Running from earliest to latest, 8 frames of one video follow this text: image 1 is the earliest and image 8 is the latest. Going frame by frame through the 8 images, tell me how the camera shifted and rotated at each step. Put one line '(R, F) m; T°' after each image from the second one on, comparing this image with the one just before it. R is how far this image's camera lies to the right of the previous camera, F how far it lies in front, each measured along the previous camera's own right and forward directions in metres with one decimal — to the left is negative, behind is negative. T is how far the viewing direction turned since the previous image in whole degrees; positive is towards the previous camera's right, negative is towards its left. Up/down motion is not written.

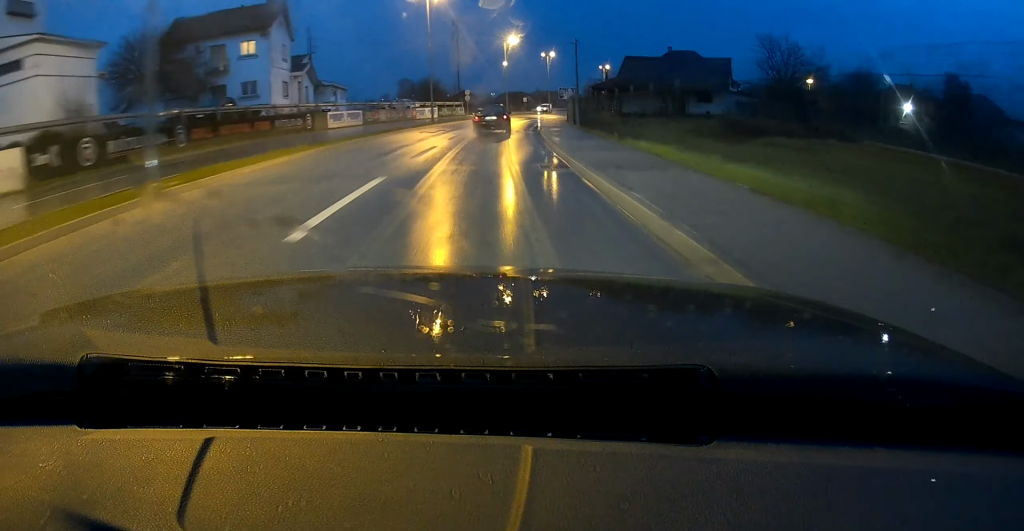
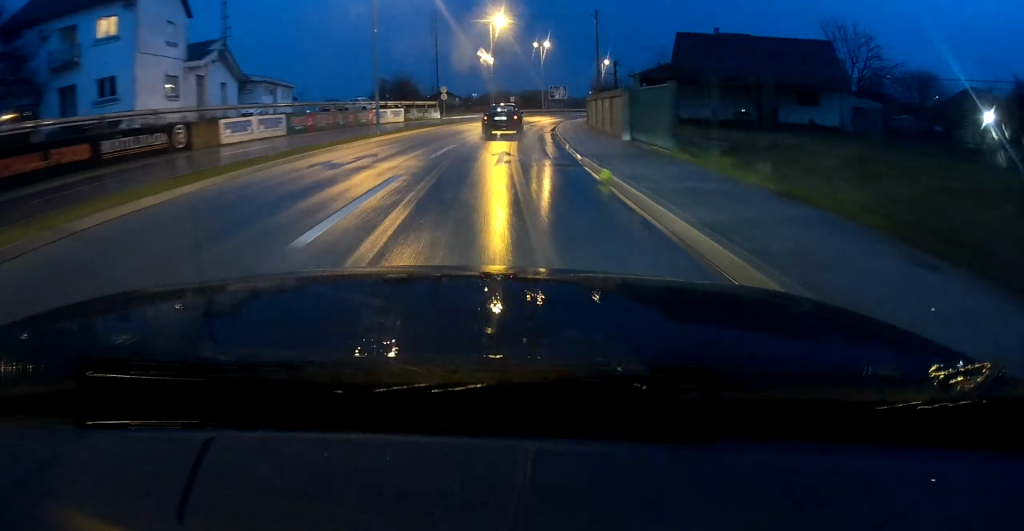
(+0.1, +19.1) m; +2°
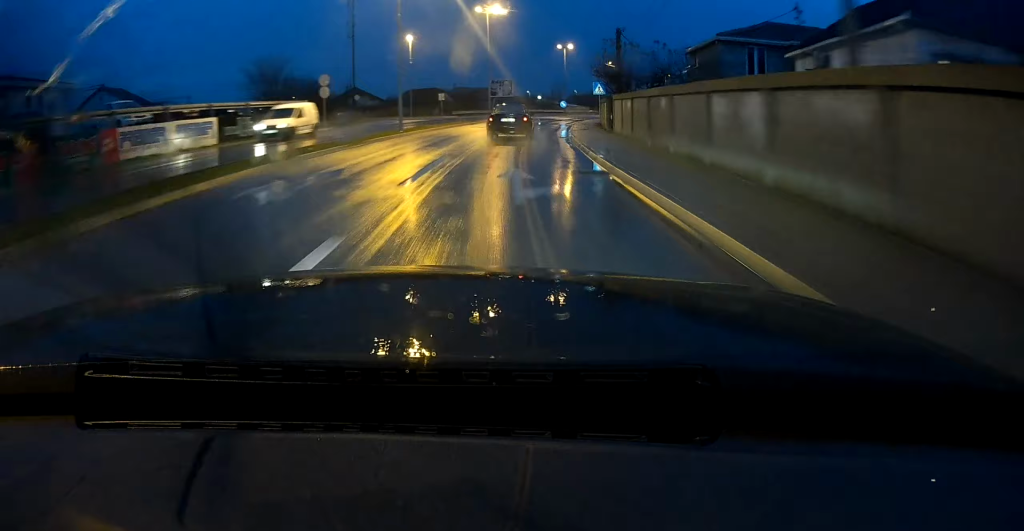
(+1.3, +34.3) m; +6°
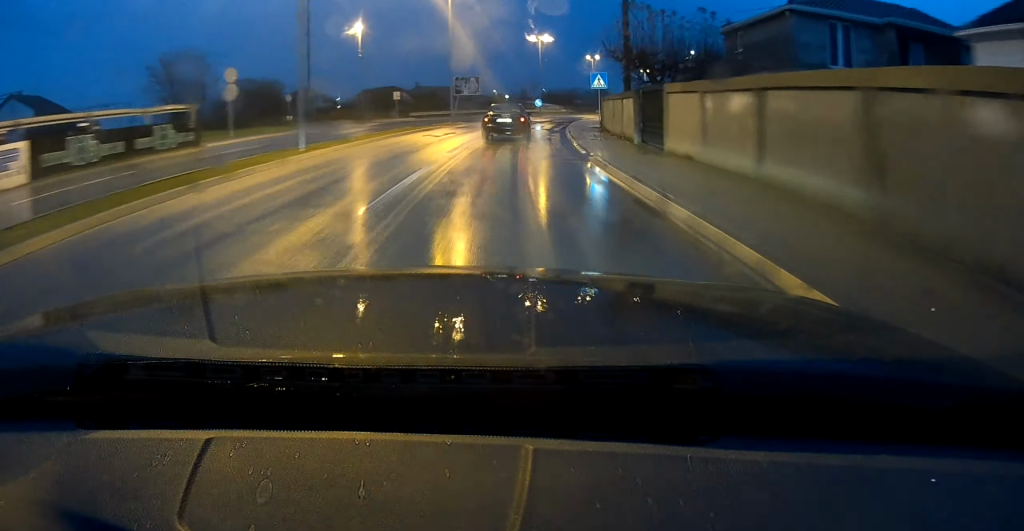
(+0.7, +12.5) m; +3°
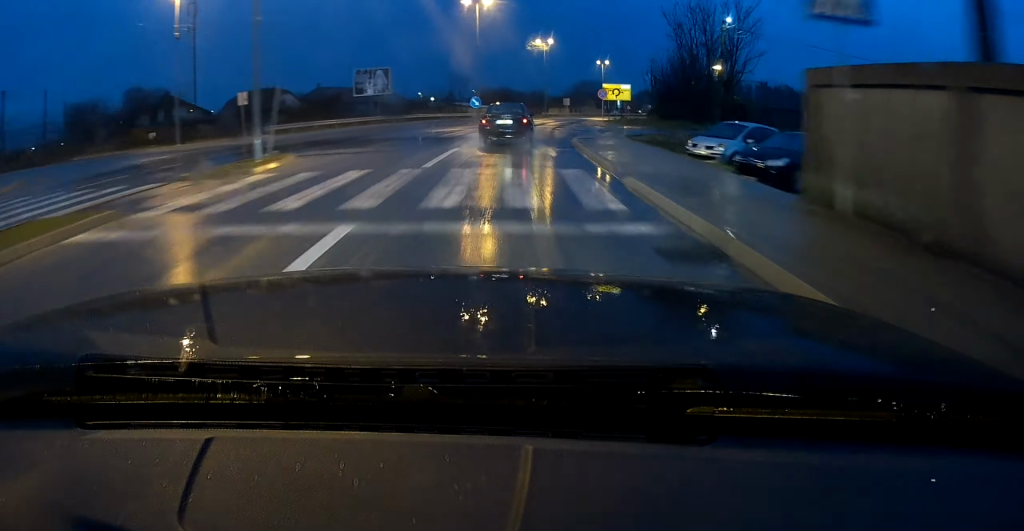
(+2.0, +29.6) m; +7°
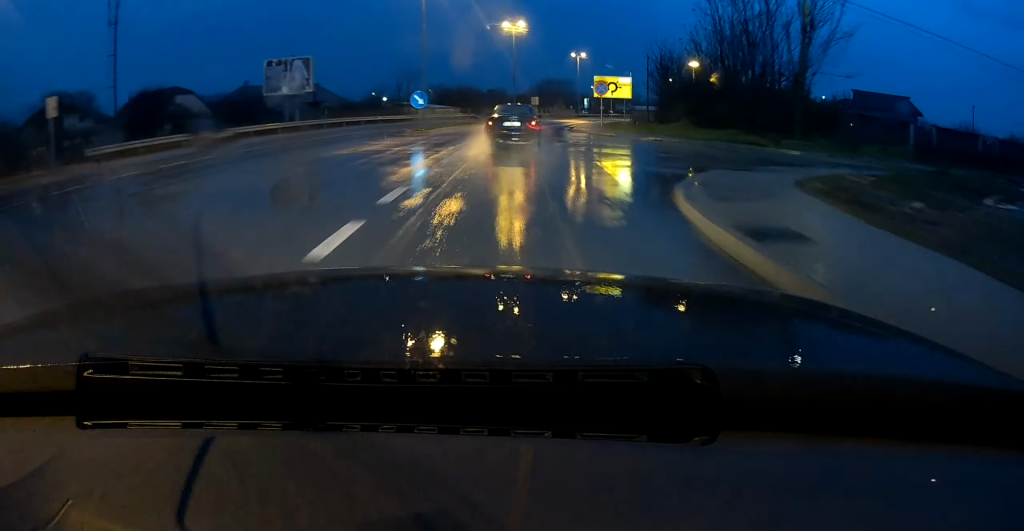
(+0.7, +17.9) m; +4°
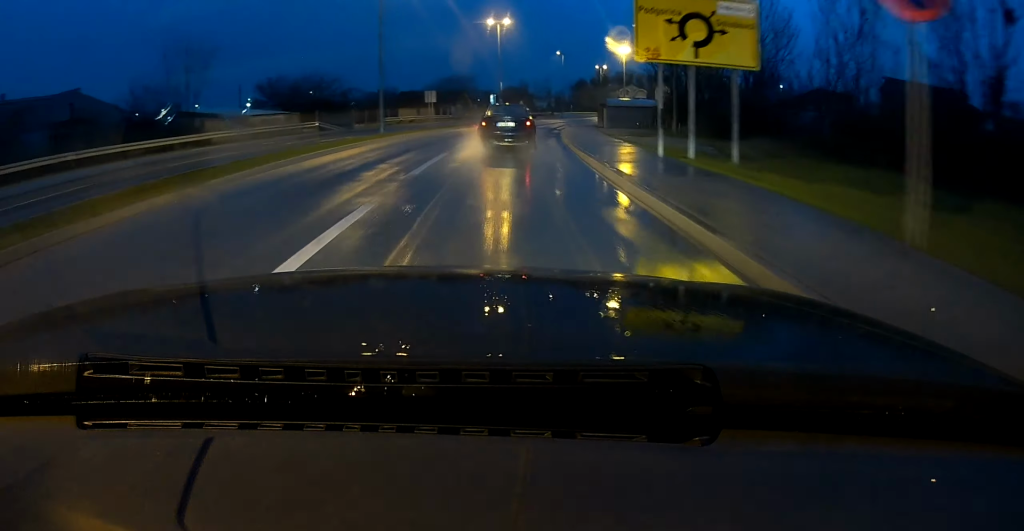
(+2.5, +37.9) m; +8°
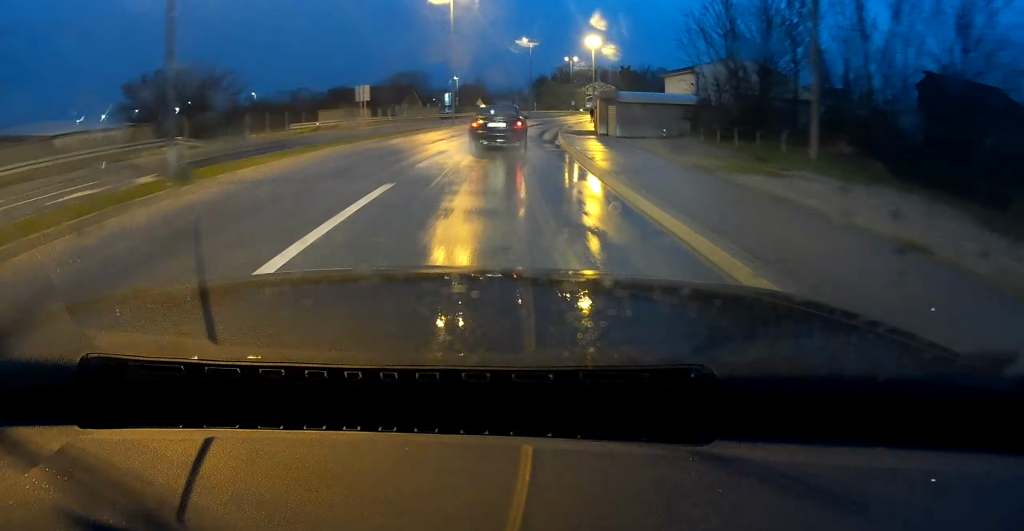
(+0.9, +17.3) m; +4°
